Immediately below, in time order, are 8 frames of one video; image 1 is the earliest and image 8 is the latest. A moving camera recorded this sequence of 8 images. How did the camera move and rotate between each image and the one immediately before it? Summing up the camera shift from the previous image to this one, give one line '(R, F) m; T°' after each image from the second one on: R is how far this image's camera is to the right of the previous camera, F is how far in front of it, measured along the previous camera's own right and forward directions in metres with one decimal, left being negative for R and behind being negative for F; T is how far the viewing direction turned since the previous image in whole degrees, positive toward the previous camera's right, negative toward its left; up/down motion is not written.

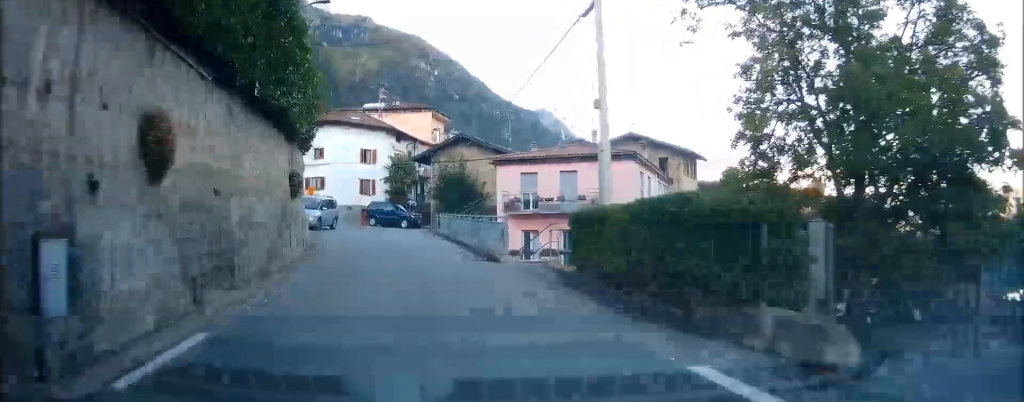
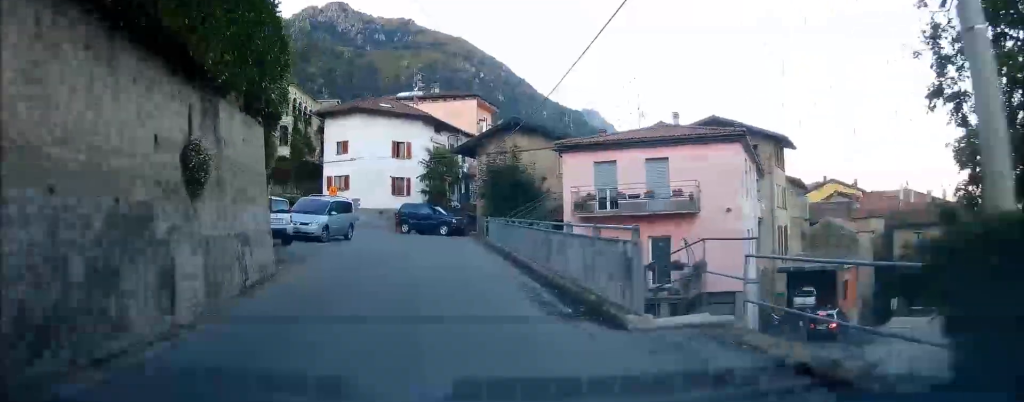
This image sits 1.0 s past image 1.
(-0.5, +8.6) m; -2°
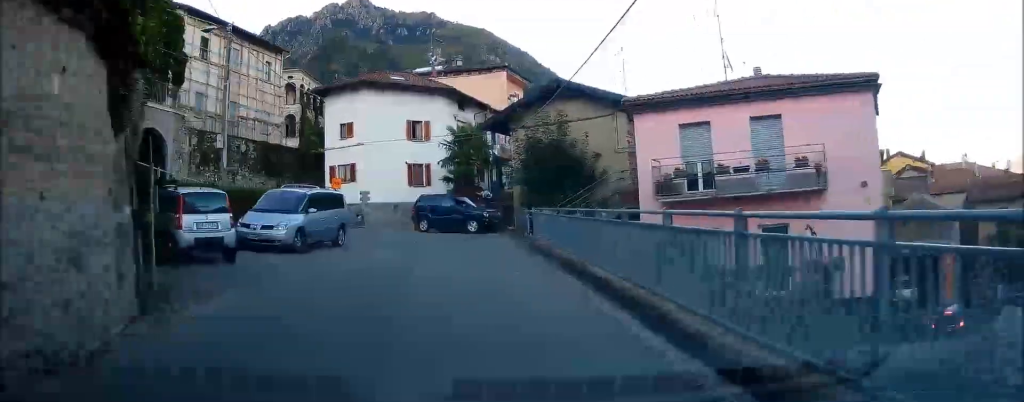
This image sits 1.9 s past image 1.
(+0.1, +8.1) m; +3°
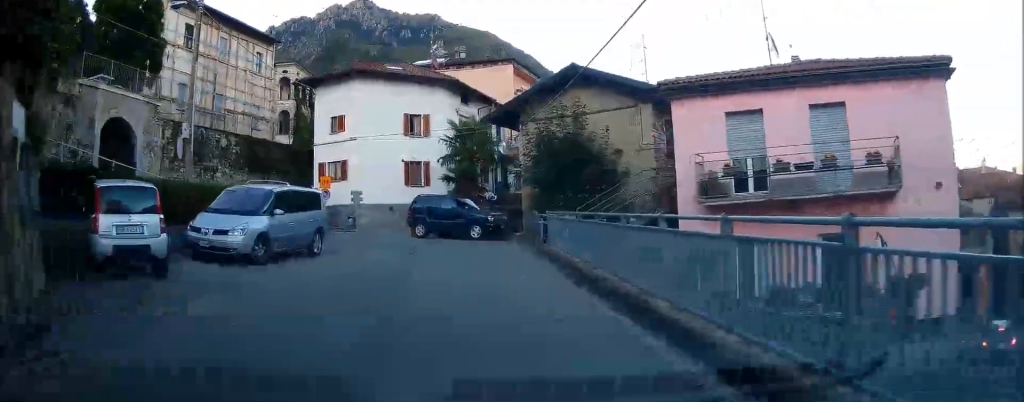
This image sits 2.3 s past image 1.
(+0.2, +3.6) m; +1°
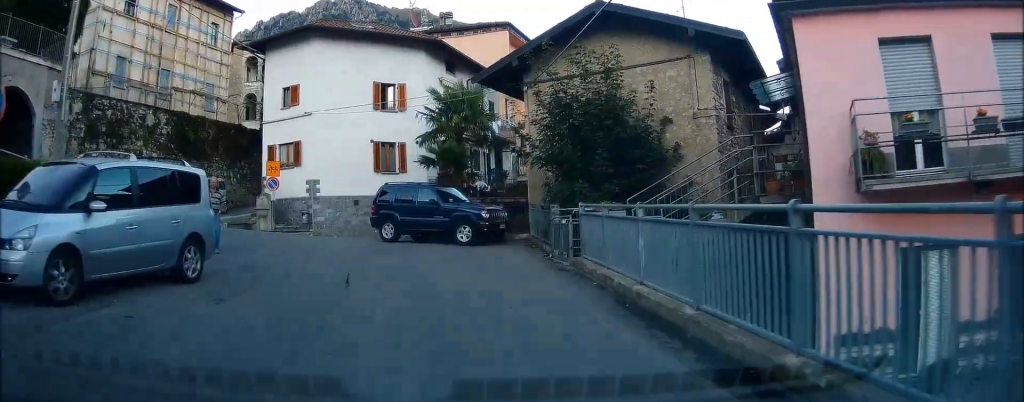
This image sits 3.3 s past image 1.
(+0.1, +7.6) m; -2°
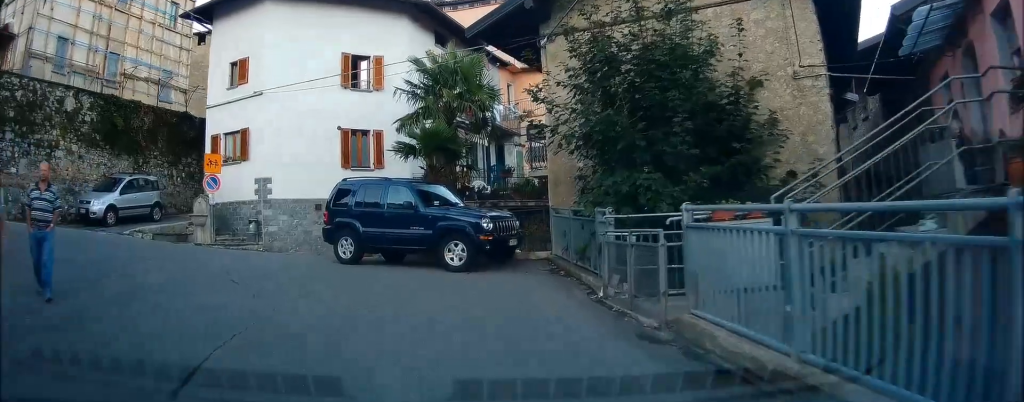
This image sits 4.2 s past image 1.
(-0.3, +6.5) m; -2°
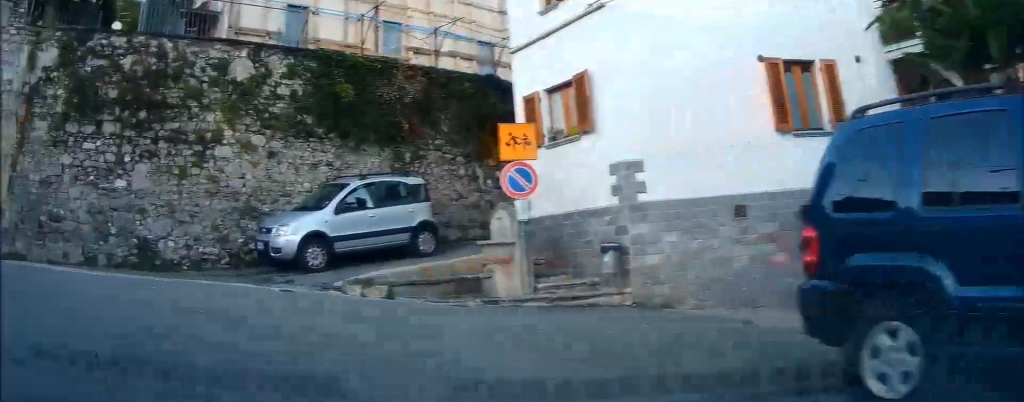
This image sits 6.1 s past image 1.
(-0.6, +10.9) m; -25°
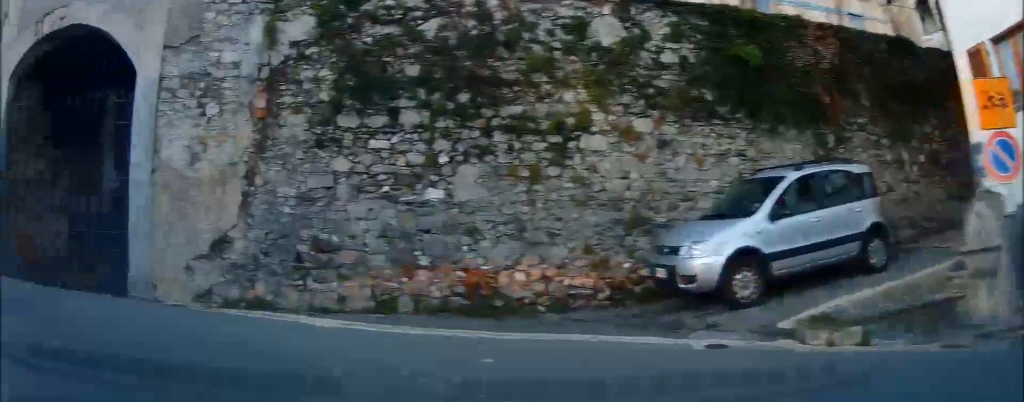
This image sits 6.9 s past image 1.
(-0.5, +3.2) m; -37°
